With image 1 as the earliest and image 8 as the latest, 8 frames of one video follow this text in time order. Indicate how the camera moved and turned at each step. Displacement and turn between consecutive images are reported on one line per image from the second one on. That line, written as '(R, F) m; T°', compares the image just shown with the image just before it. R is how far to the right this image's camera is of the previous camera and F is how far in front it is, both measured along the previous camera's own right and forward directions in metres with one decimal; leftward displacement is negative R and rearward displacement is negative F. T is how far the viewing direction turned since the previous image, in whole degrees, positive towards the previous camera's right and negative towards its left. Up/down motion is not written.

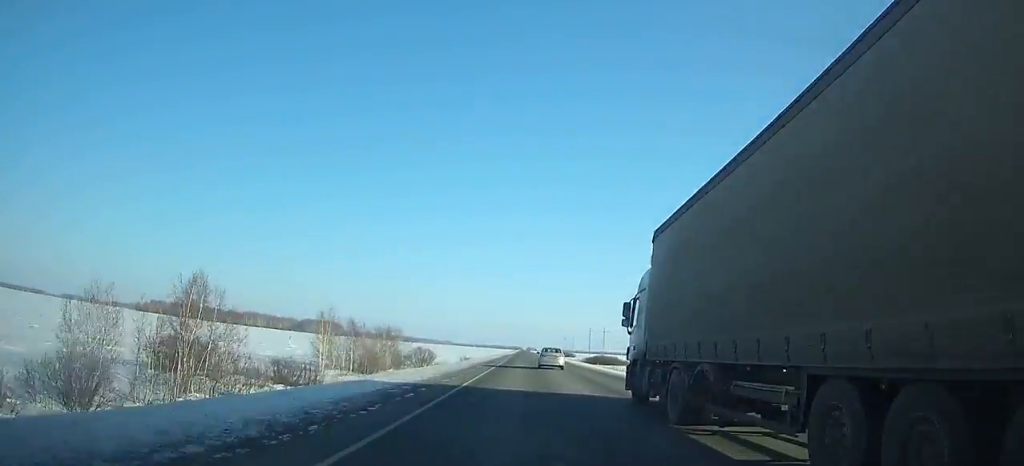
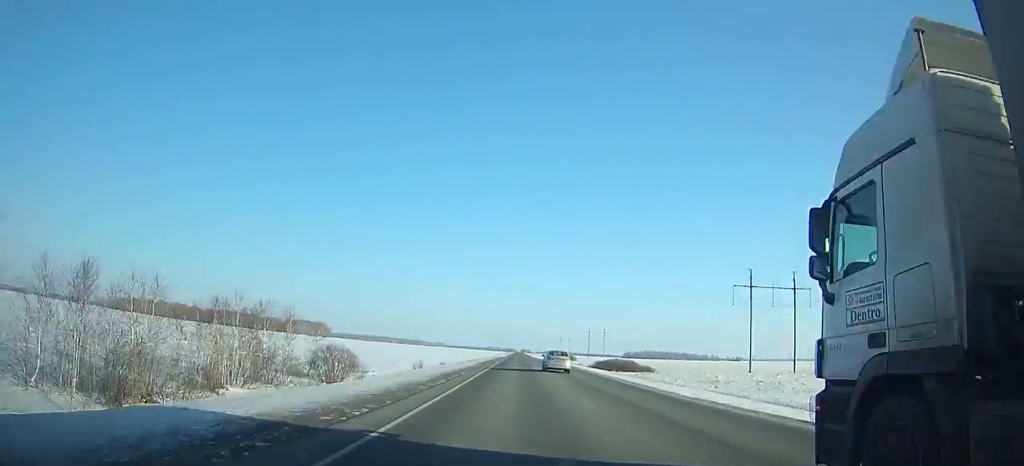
(+0.2, +38.9) m; 0°
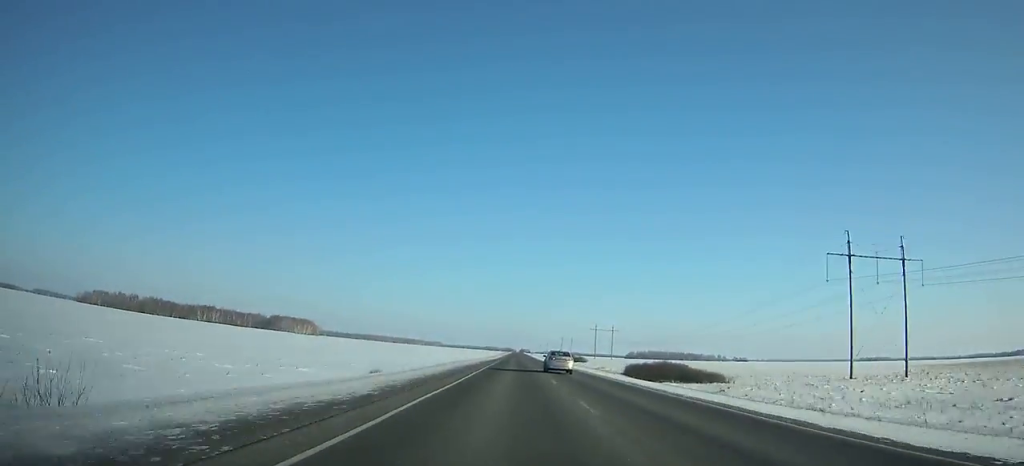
(+0.2, +51.4) m; +1°
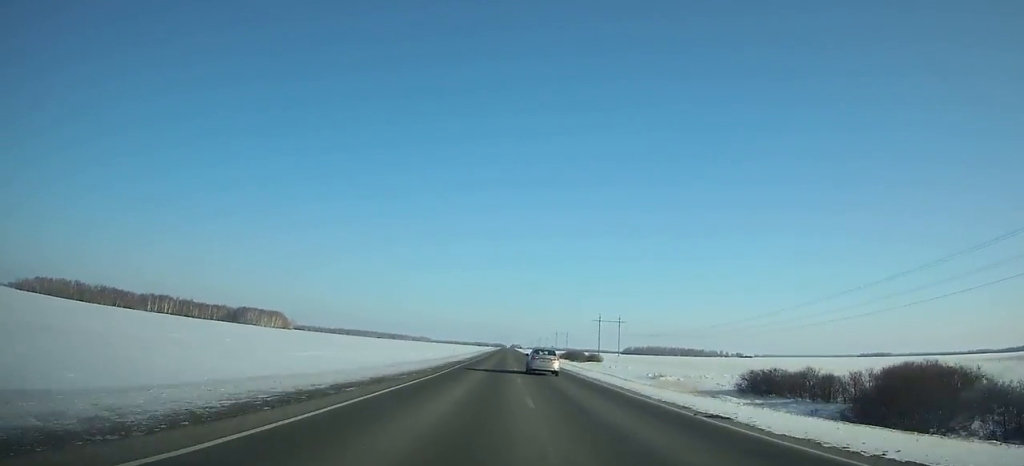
(+0.5, +67.9) m; 0°
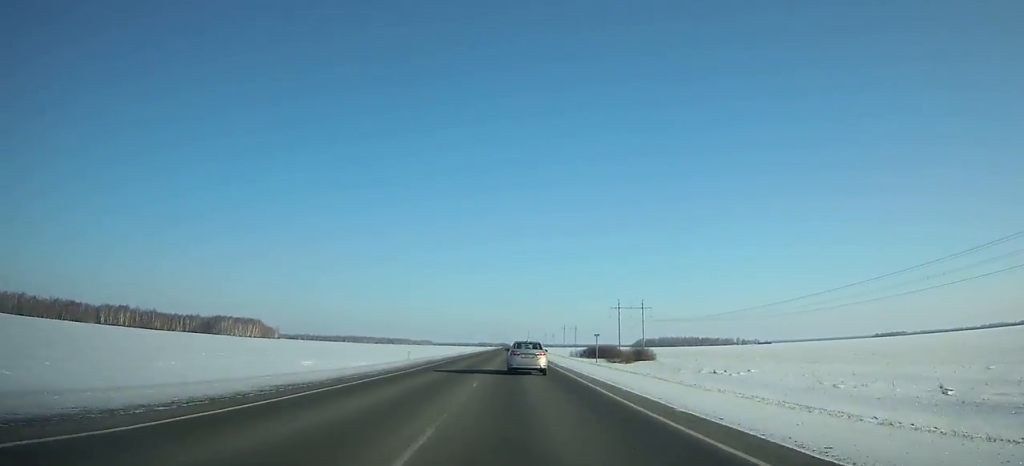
(+0.1, +64.9) m; 0°
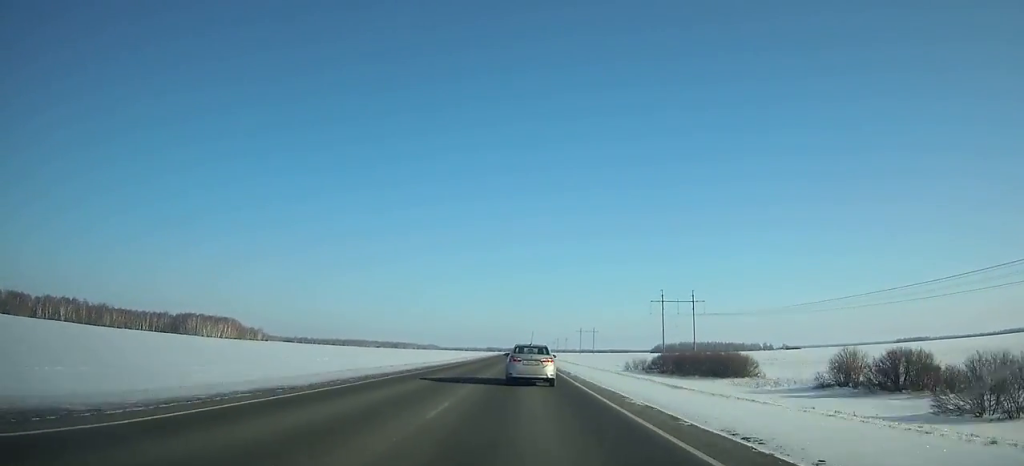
(-0.2, +79.5) m; 0°
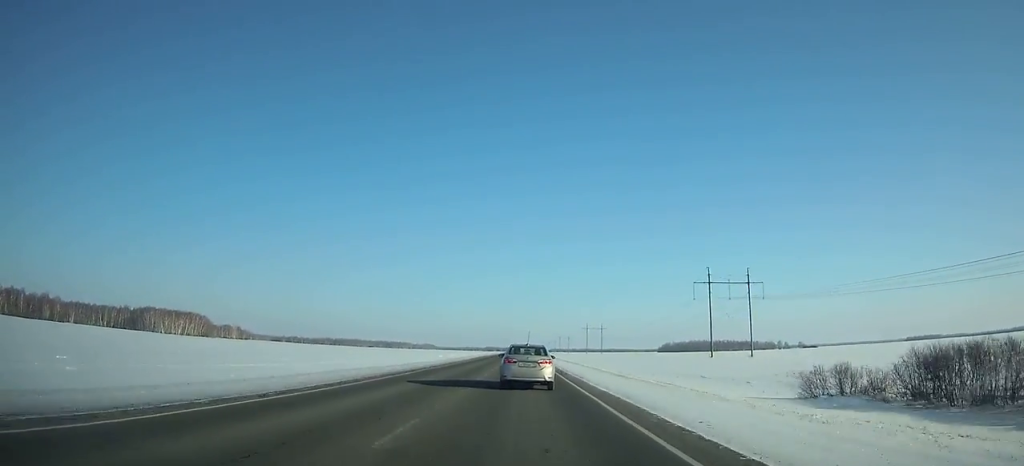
(-0.2, +63.0) m; 0°
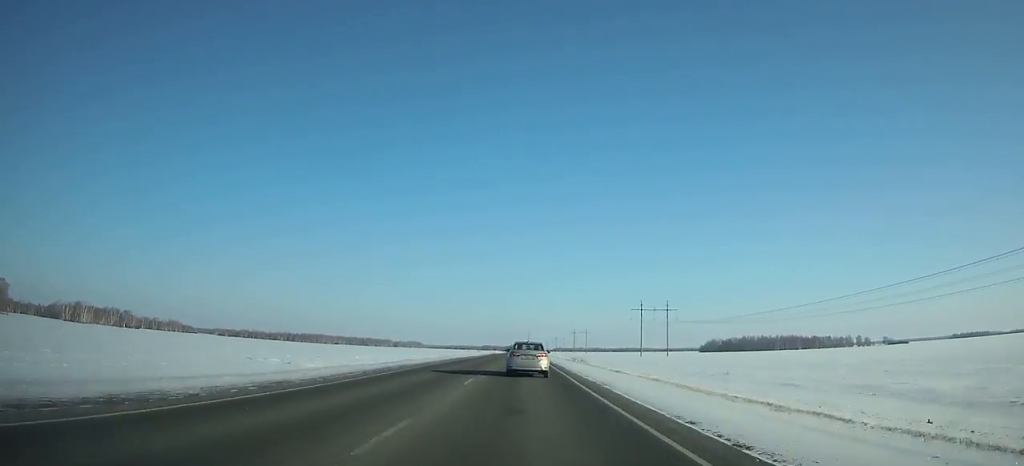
(-0.6, +239.7) m; 0°
